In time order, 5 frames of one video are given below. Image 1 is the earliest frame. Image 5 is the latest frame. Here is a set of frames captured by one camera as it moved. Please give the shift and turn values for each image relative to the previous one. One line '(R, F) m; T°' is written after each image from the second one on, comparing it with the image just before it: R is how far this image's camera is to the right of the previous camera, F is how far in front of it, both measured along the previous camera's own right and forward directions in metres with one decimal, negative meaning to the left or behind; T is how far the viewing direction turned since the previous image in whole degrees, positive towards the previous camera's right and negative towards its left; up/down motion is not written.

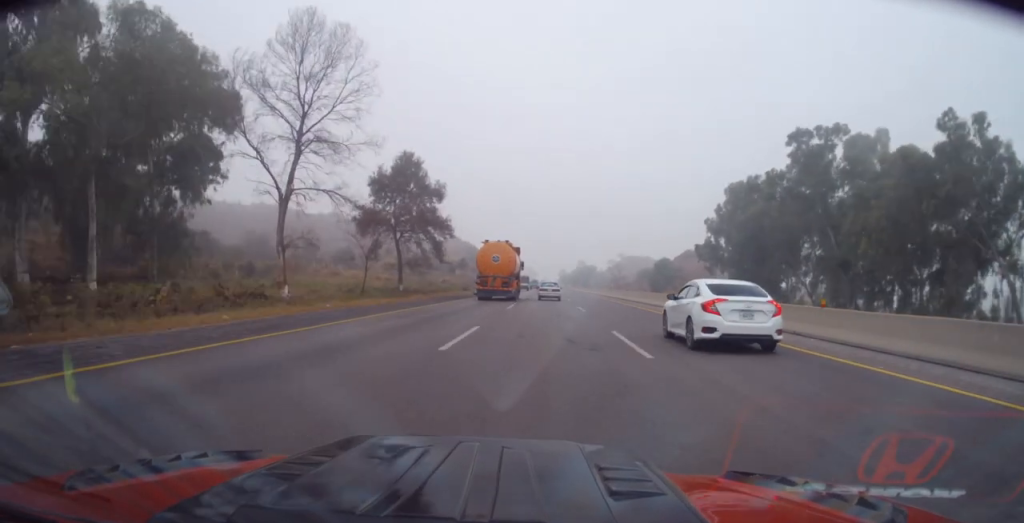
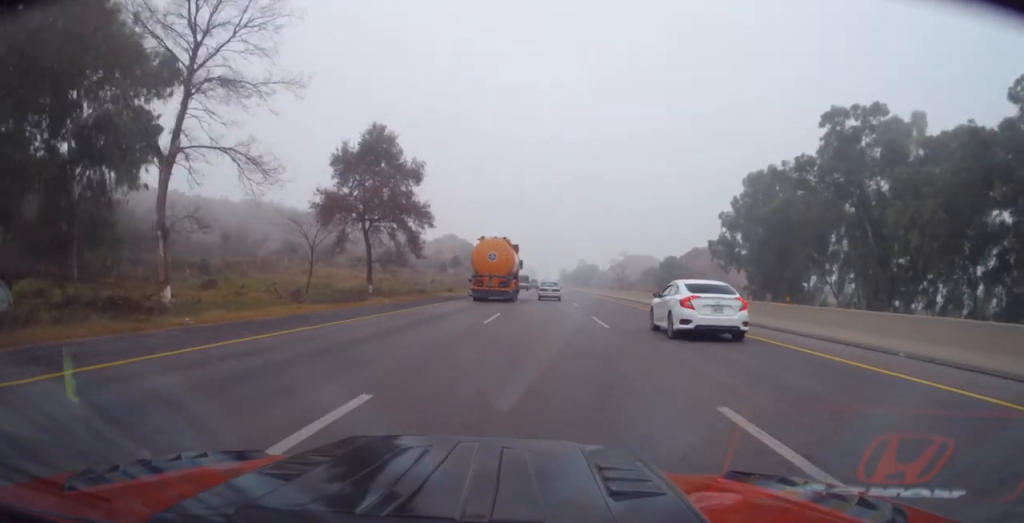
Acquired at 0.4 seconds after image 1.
(+0.1, +10.2) m; 0°
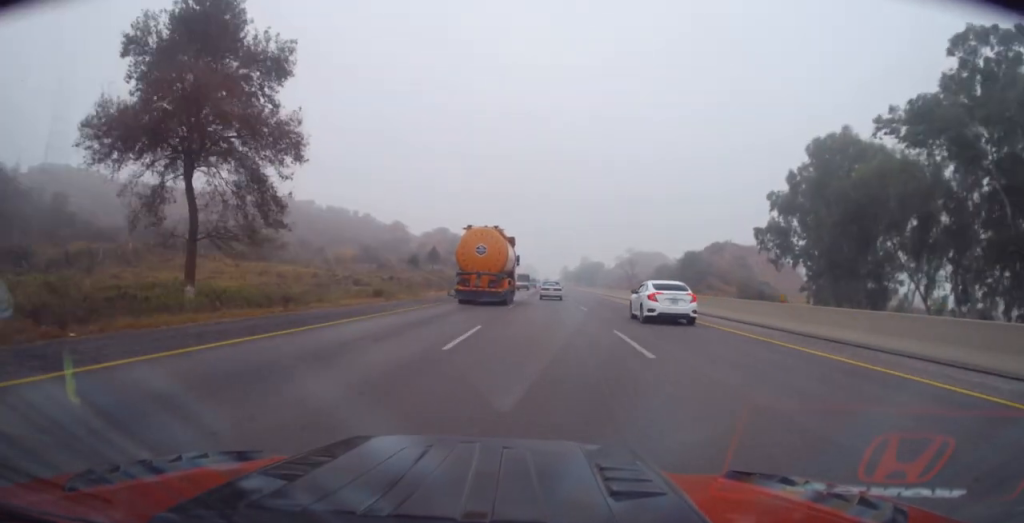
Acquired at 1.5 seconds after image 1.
(+0.1, +25.3) m; 0°
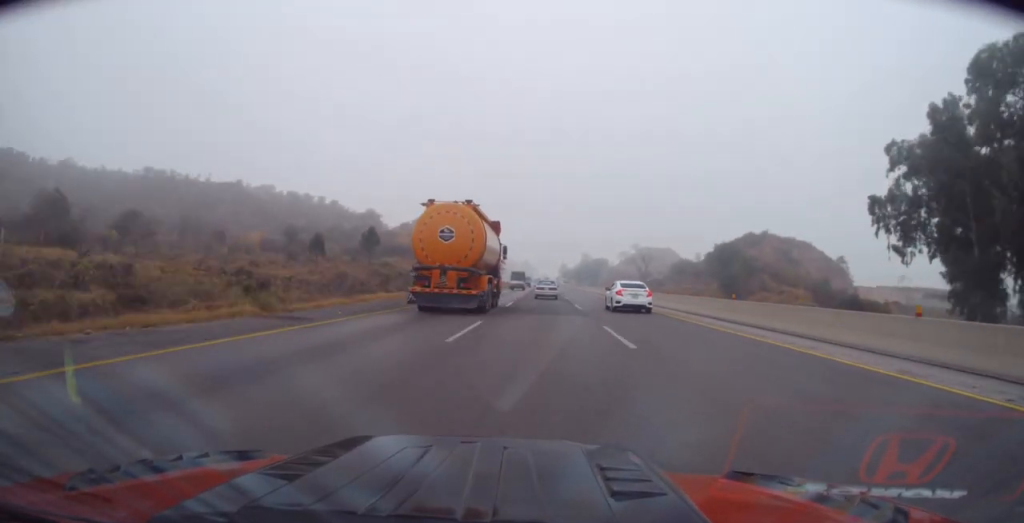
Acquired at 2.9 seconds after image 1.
(+0.3, +34.3) m; +1°
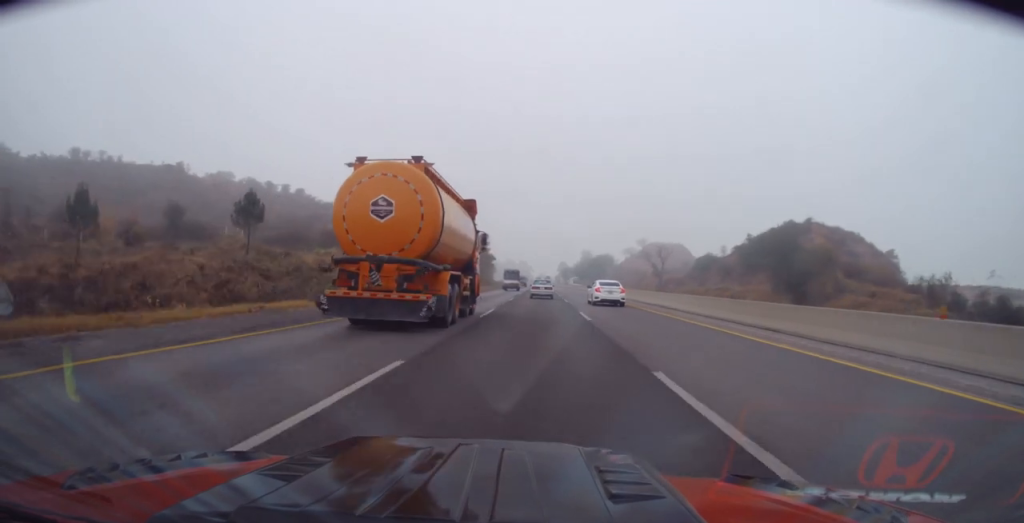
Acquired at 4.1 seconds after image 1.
(+0.1, +27.1) m; +1°
